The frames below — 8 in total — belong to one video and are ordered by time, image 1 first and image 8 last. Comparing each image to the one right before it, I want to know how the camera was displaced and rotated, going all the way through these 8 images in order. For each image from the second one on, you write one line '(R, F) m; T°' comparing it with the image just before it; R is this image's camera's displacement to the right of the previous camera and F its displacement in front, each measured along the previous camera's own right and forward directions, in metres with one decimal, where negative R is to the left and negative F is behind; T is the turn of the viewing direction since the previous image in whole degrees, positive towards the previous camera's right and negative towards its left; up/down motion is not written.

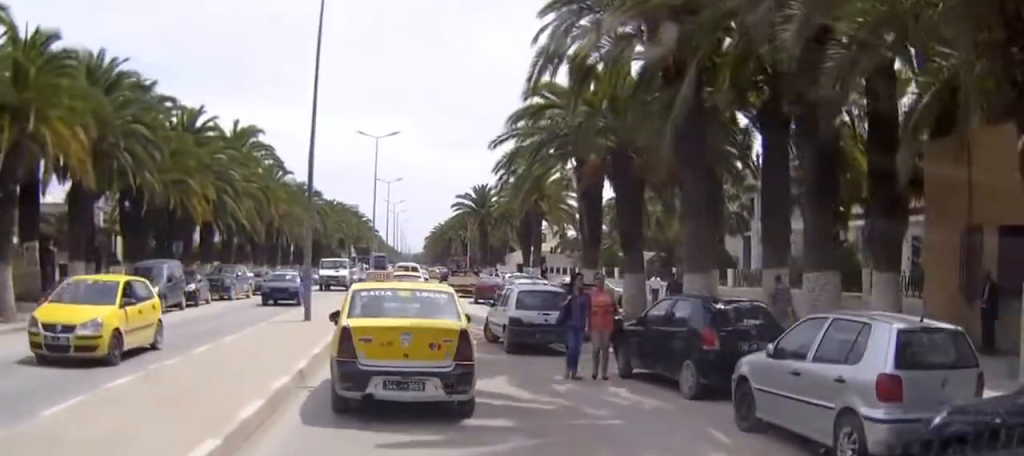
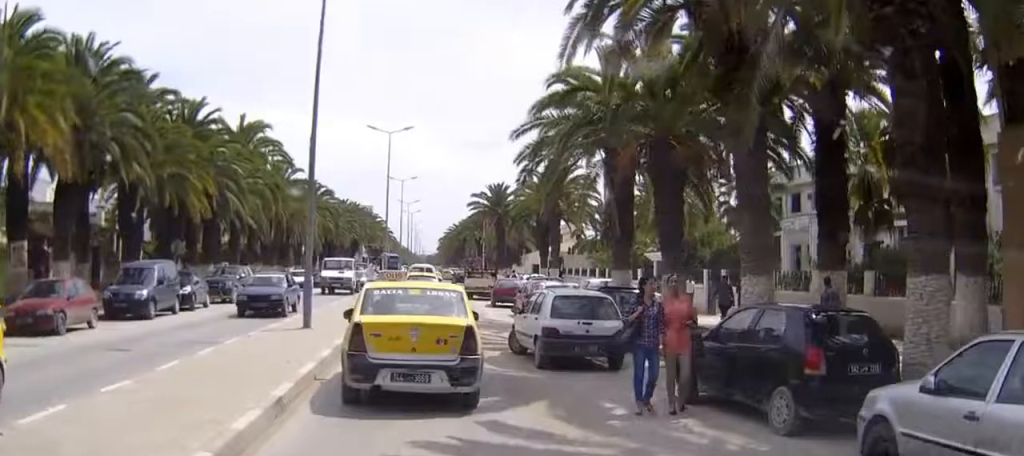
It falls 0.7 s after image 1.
(0.0, +2.9) m; 0°
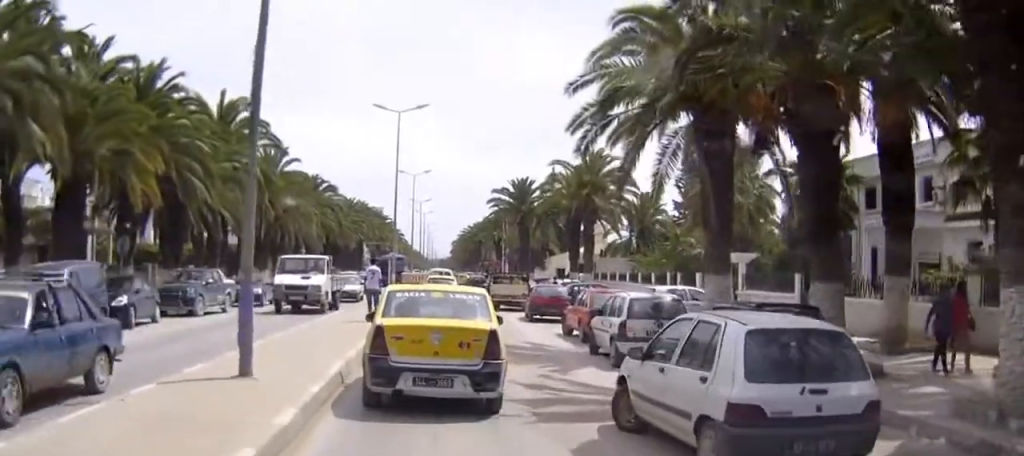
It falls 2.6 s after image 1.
(0.0, +7.7) m; 0°
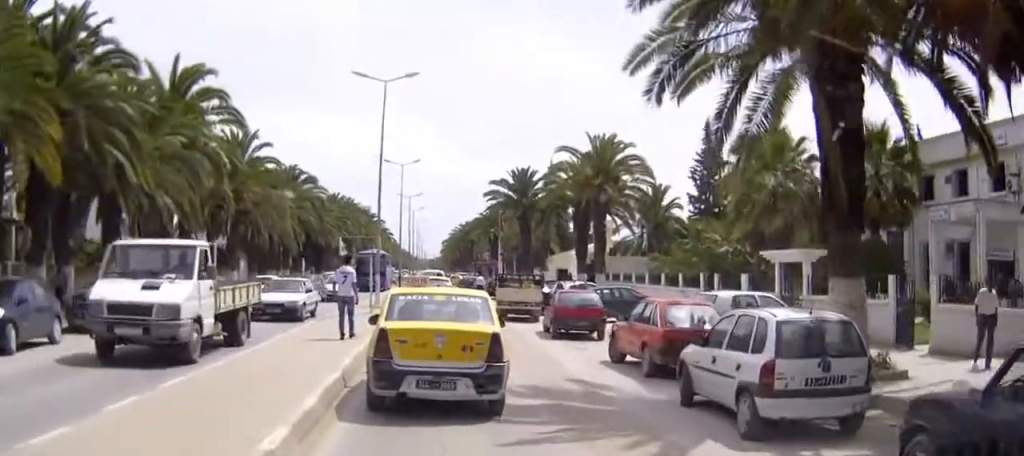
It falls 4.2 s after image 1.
(0.0, +7.0) m; 0°
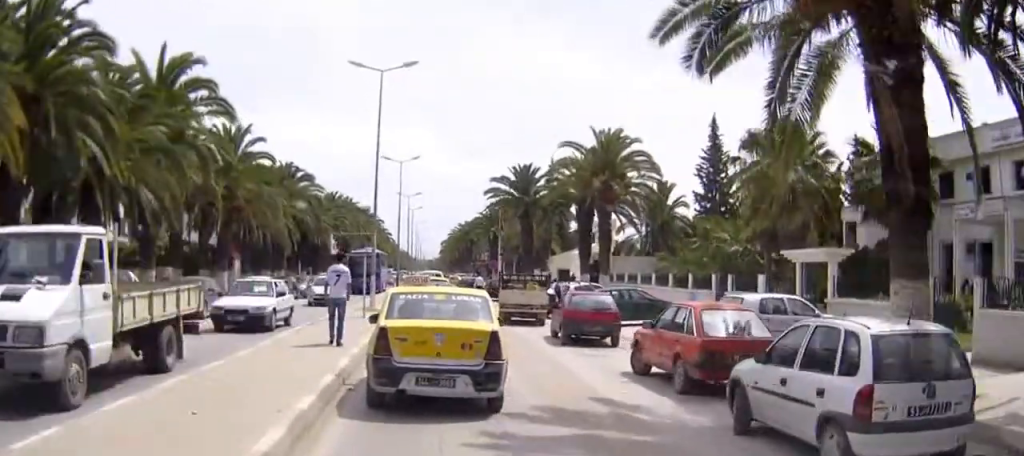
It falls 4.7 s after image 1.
(0.0, +2.2) m; 0°
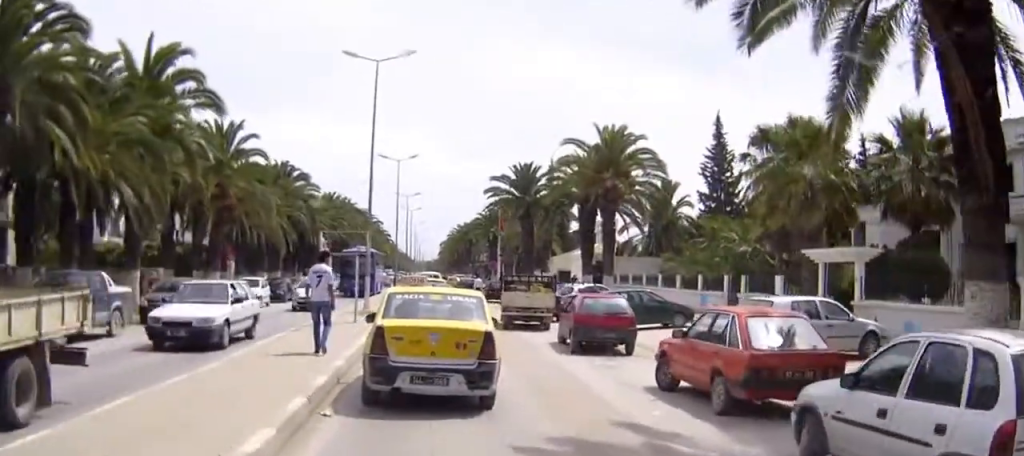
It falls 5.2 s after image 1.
(0.0, +2.2) m; 0°
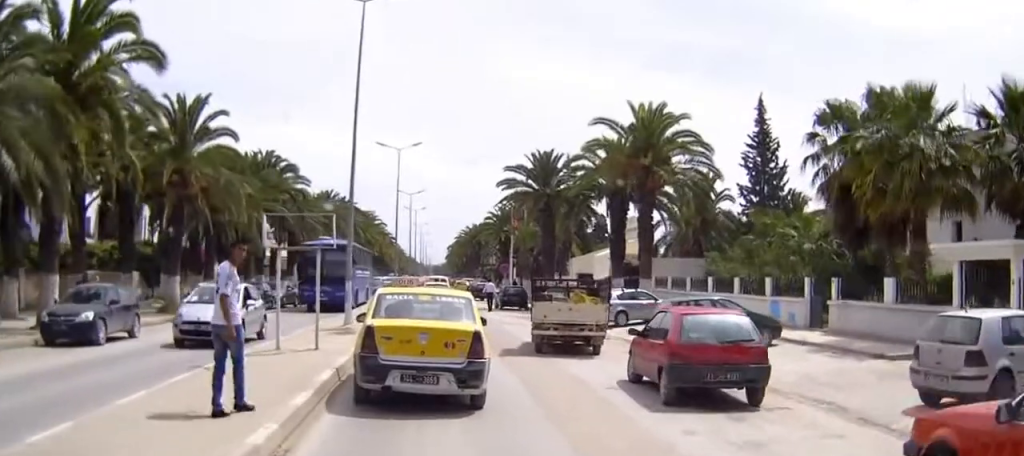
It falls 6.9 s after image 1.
(0.0, +7.9) m; -1°
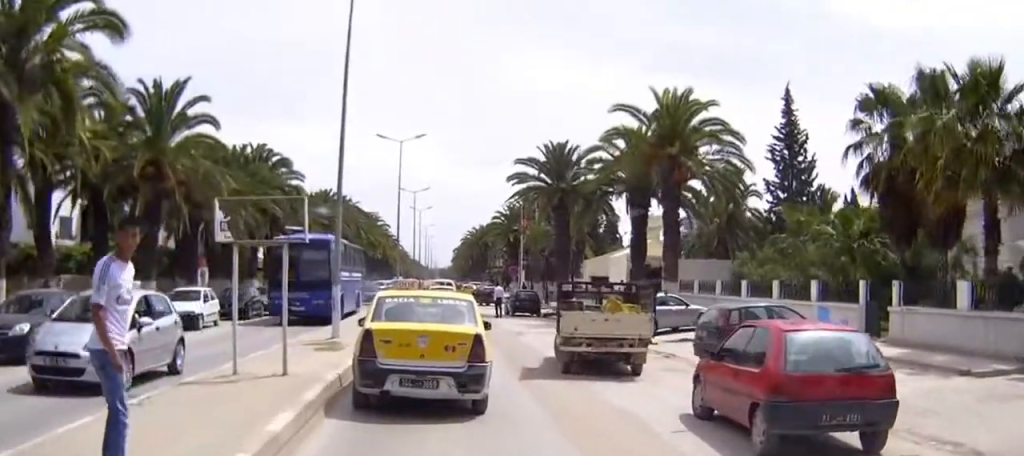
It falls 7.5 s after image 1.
(0.0, +3.3) m; 0°
